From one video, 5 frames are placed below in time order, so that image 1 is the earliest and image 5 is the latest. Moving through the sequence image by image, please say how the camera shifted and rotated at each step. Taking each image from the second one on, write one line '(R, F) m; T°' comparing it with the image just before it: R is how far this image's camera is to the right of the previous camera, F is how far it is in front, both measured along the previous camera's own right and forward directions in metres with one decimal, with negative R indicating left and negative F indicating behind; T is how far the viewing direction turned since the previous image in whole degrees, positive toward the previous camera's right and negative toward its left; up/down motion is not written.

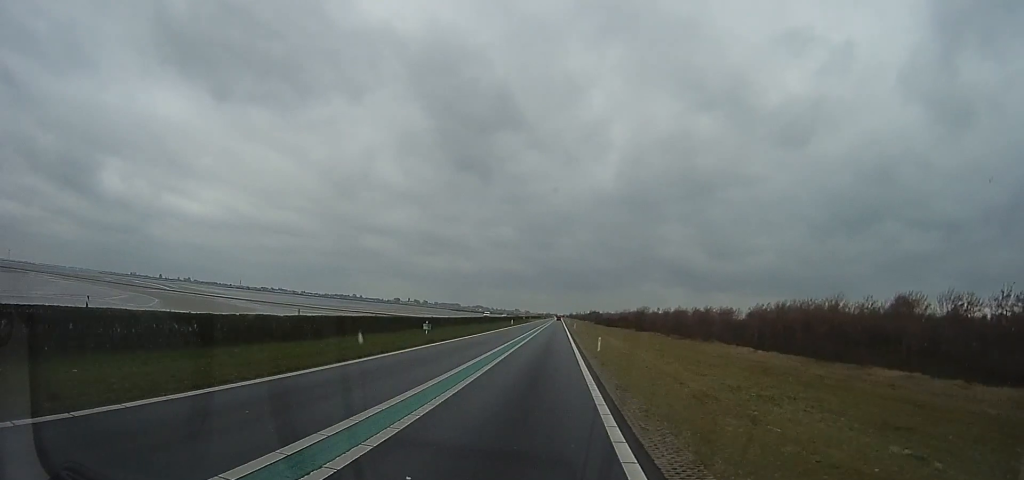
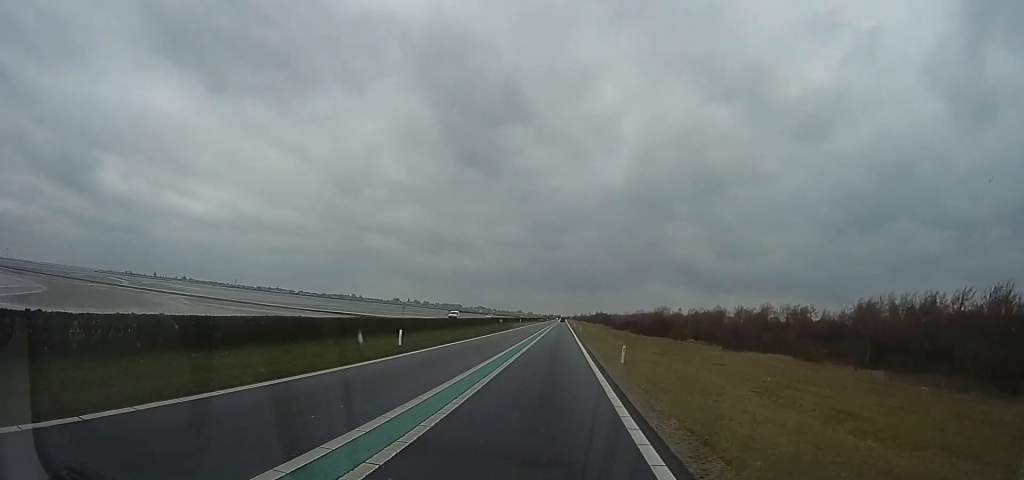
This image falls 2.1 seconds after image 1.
(-0.4, +52.3) m; 0°
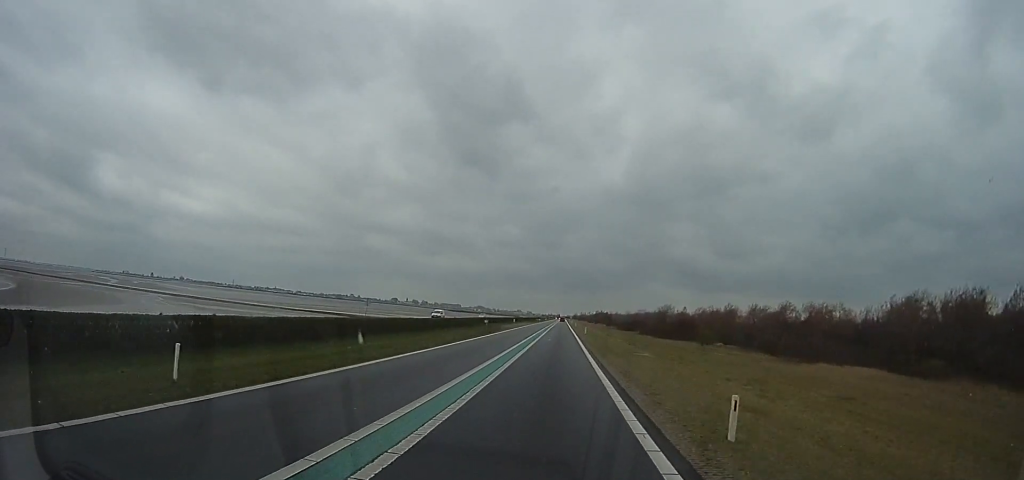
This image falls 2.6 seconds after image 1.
(+0.1, +13.2) m; +1°
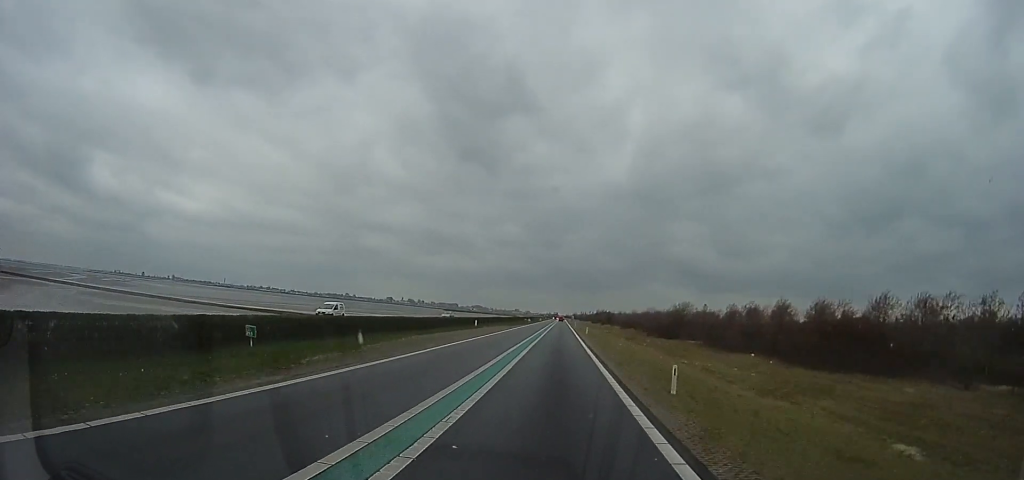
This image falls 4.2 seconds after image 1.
(+0.4, +50.1) m; 0°
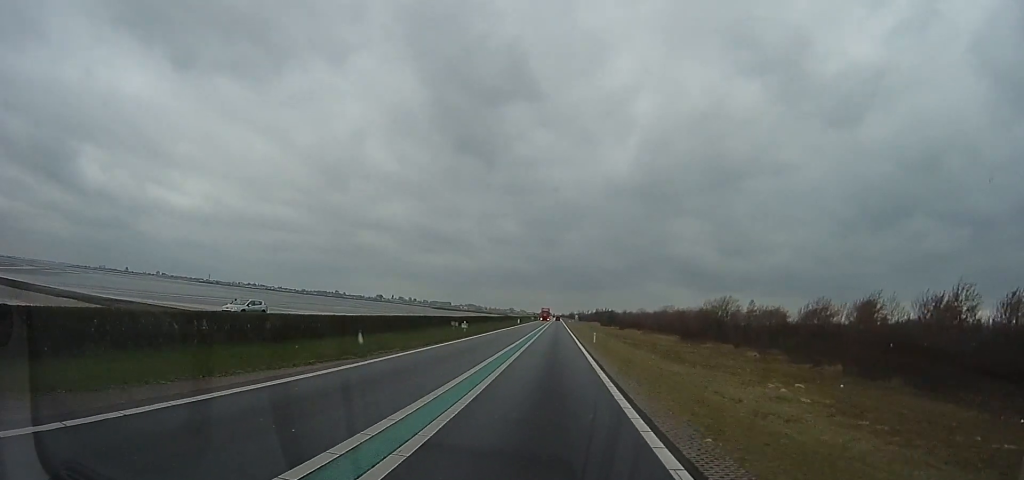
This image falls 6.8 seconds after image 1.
(-1.1, +73.6) m; -2°
